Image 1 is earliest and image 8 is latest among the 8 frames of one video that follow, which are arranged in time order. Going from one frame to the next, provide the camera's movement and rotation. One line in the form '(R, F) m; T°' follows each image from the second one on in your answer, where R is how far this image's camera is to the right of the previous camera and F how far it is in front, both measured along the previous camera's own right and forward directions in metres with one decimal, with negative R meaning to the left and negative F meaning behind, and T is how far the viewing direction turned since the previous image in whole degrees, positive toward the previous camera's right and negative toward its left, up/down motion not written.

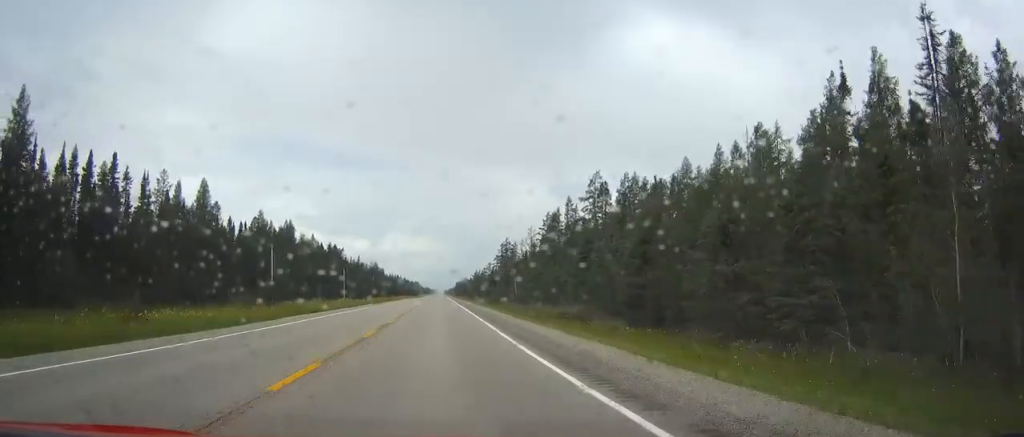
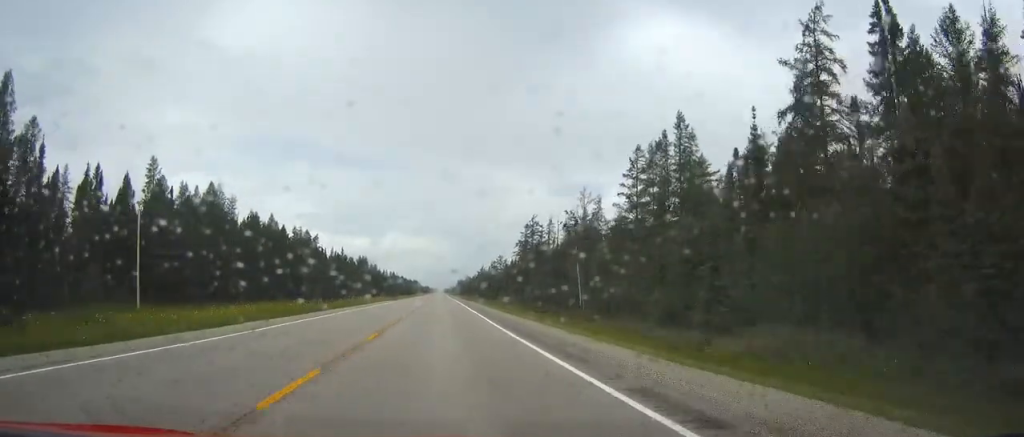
(0.0, +58.2) m; 0°
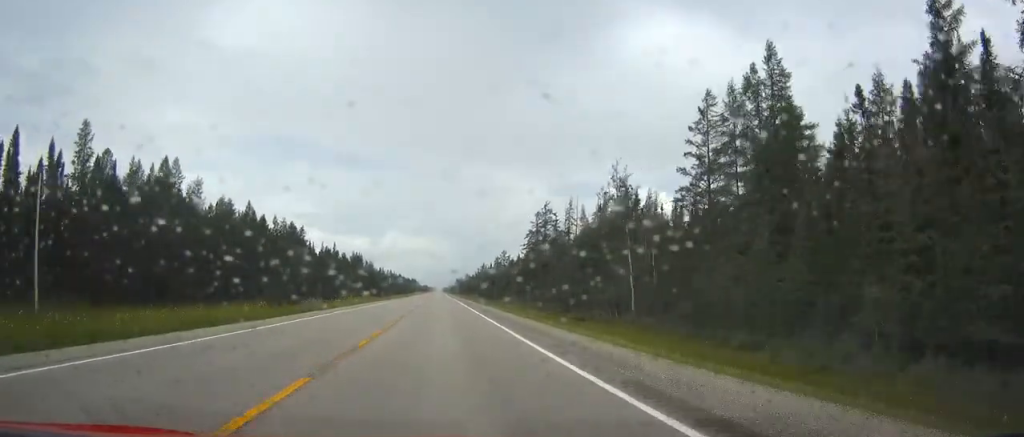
(0.0, +20.0) m; 0°
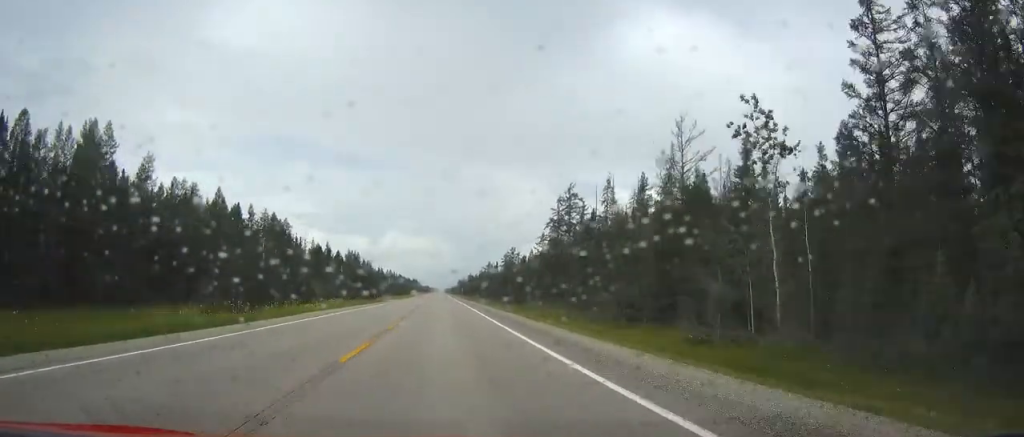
(0.0, +22.9) m; 0°
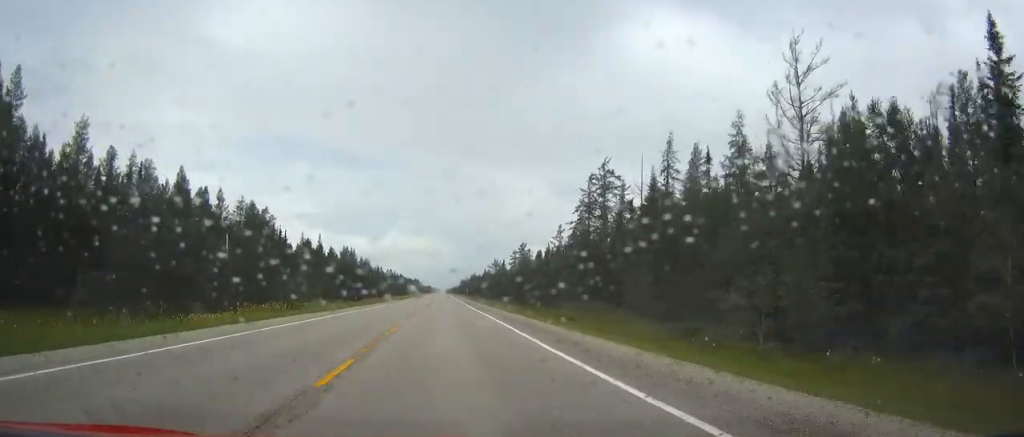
(0.0, +21.9) m; 0°
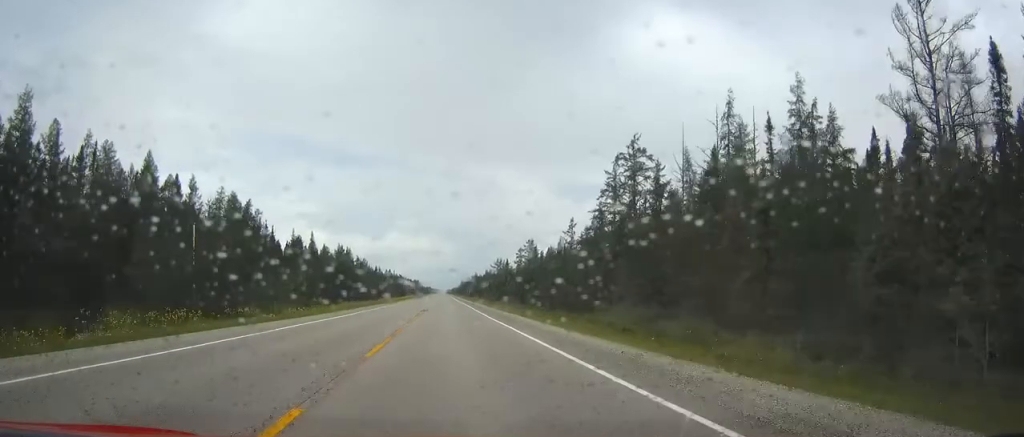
(0.0, +13.9) m; 0°
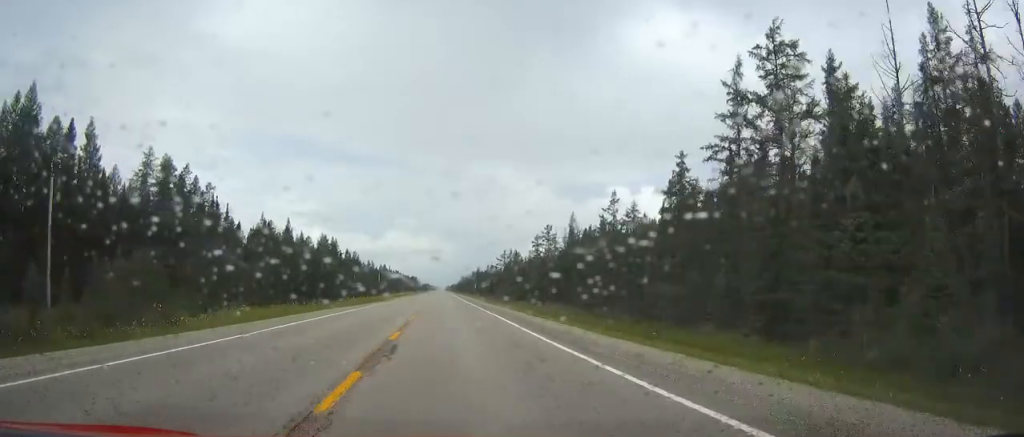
(0.0, +34.6) m; 0°
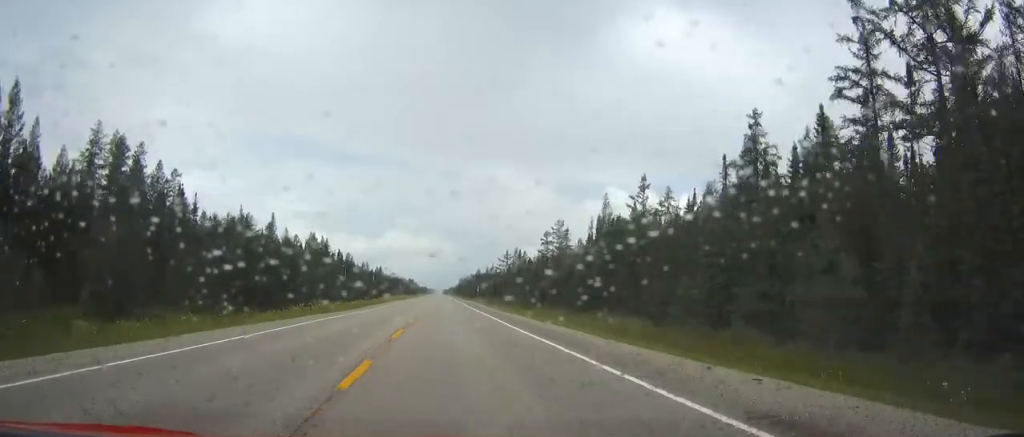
(0.0, +16.8) m; 0°
